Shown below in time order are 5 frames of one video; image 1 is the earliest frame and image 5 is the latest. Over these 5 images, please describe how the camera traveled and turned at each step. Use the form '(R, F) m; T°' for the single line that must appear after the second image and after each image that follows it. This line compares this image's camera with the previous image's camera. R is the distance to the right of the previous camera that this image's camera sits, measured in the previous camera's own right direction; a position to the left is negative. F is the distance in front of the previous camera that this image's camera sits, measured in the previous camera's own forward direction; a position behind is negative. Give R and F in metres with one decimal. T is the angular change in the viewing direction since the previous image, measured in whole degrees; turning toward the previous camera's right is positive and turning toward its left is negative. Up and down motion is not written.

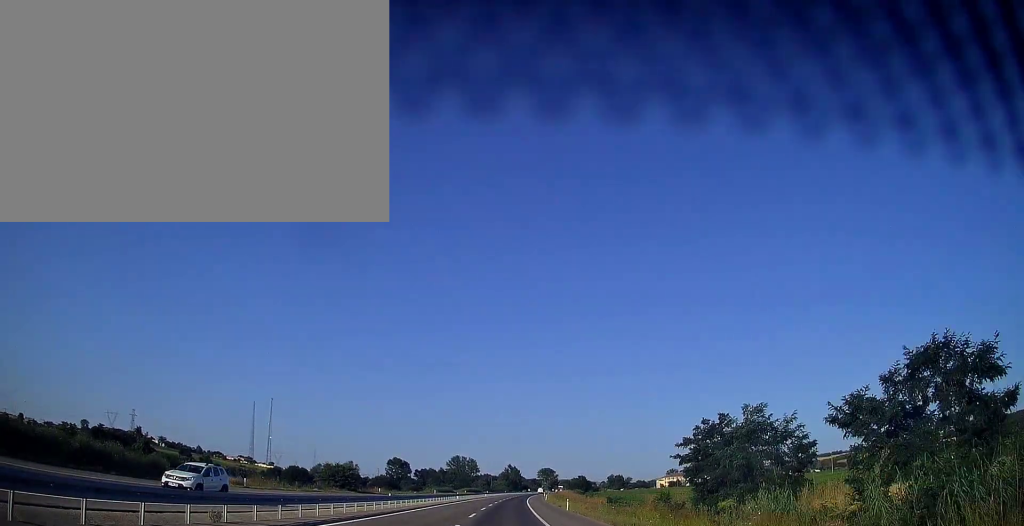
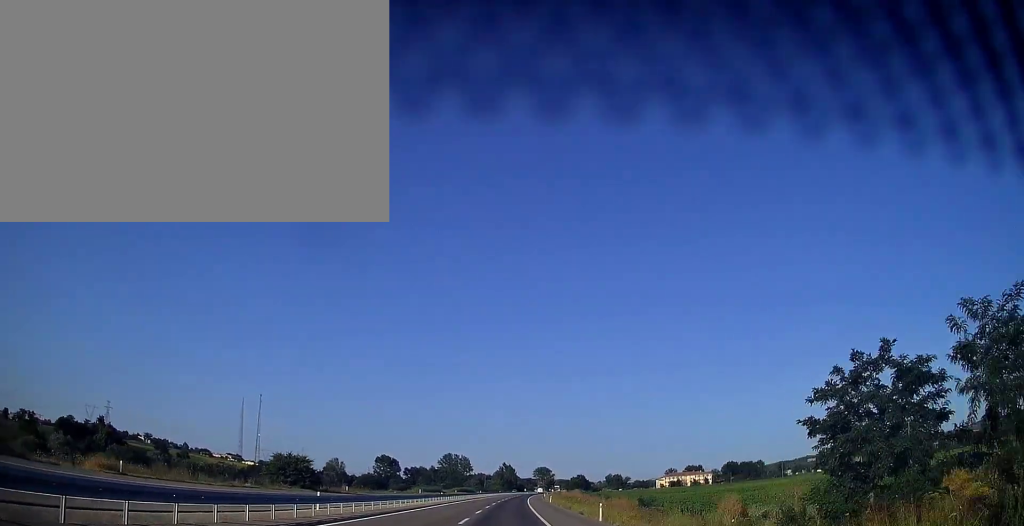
(+0.2, +18.5) m; +1°
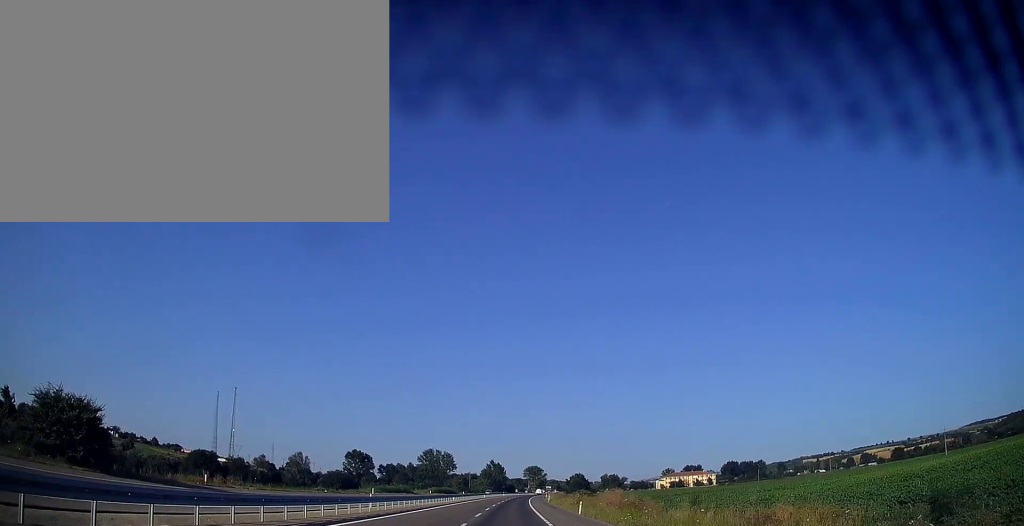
(+0.2, +39.1) m; +1°
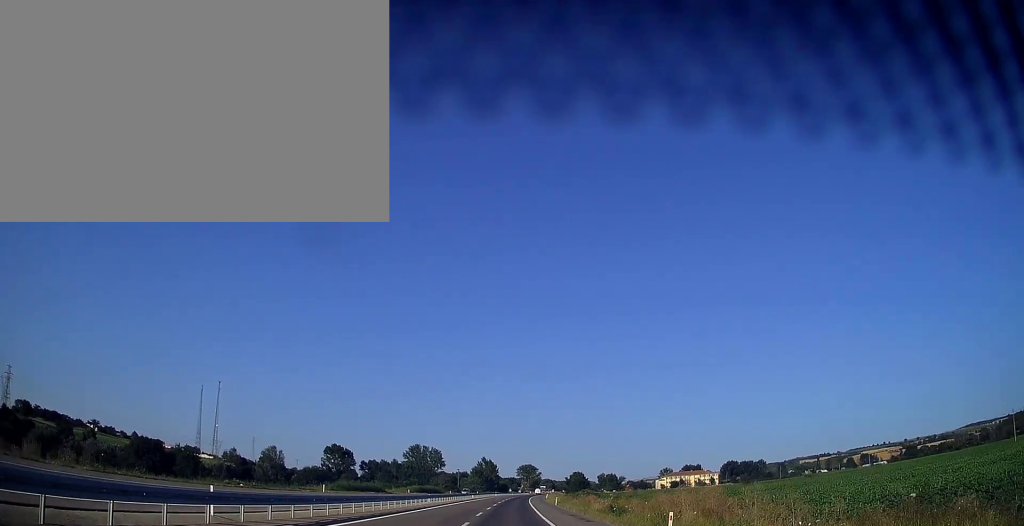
(+0.1, +22.5) m; +1°
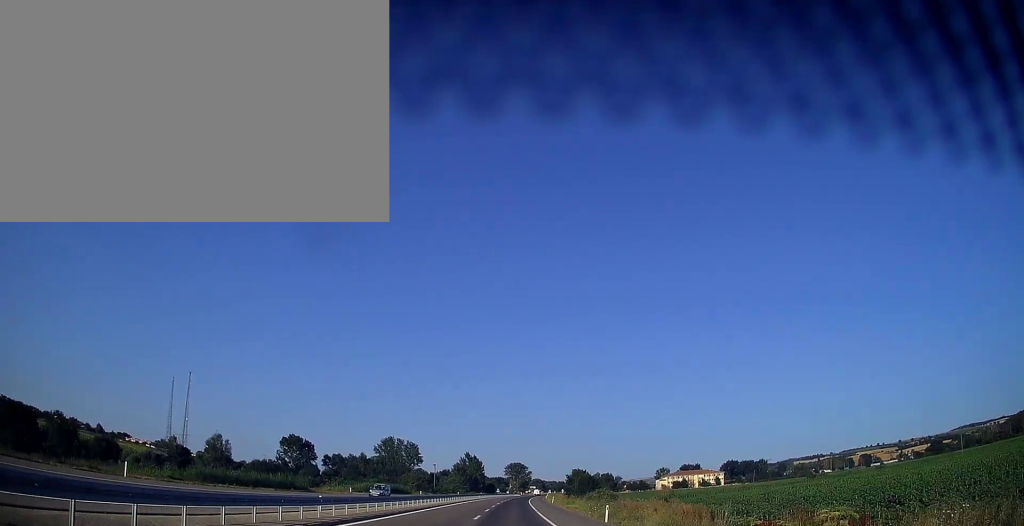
(+0.5, +40.2) m; +1°
